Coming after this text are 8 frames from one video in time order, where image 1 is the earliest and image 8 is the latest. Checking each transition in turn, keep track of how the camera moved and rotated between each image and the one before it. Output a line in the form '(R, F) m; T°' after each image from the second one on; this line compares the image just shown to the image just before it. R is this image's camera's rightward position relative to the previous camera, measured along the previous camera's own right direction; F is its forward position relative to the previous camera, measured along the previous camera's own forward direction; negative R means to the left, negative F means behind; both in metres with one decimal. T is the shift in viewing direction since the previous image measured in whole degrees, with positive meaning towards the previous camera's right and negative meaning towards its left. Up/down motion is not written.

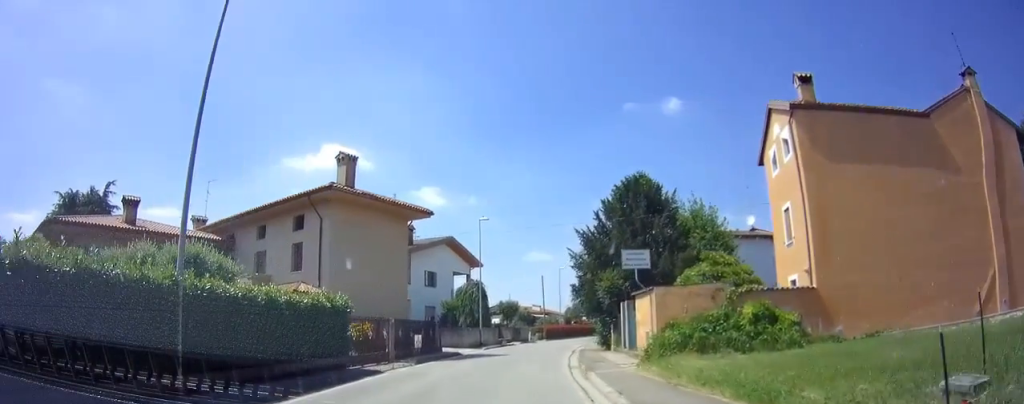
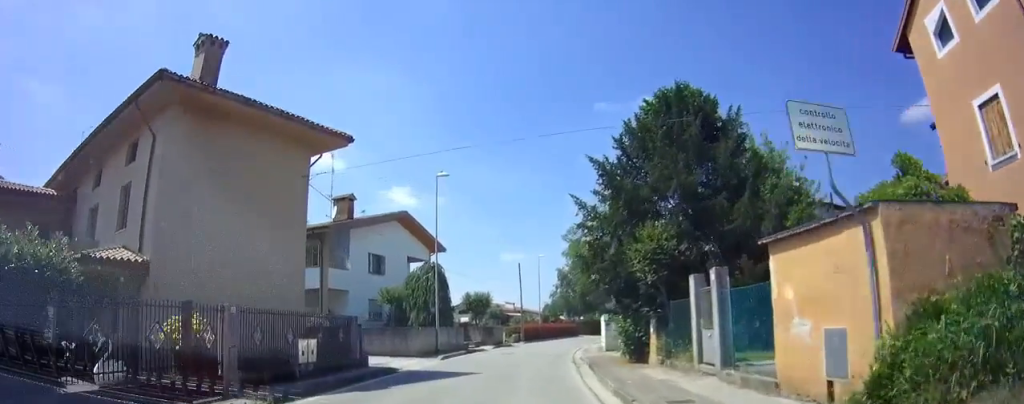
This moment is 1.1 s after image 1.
(0.0, +11.1) m; +2°
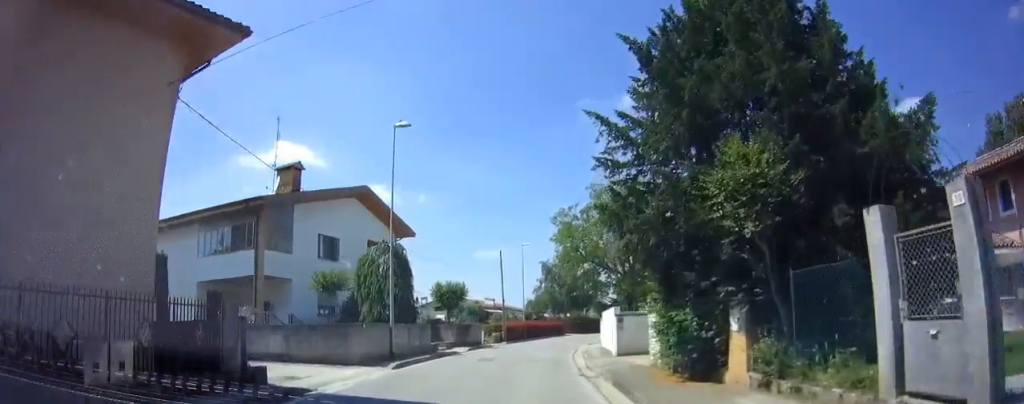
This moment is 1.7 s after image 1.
(+0.2, +6.7) m; +2°
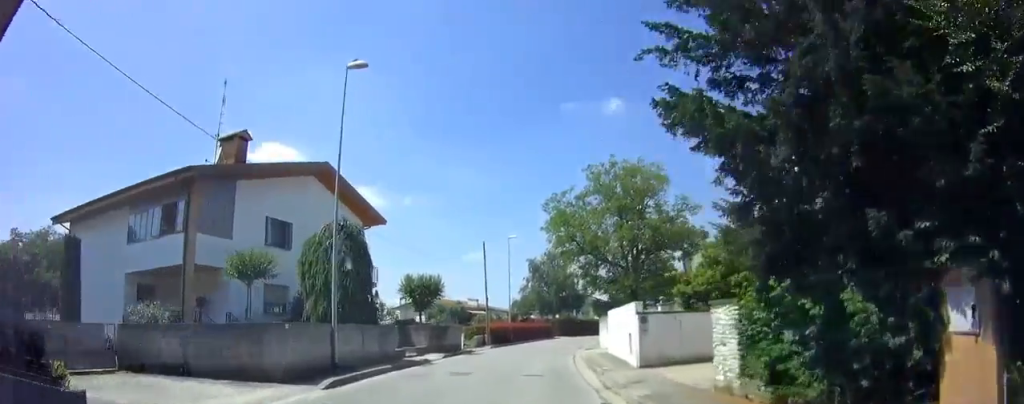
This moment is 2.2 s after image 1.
(+0.1, +5.3) m; +2°
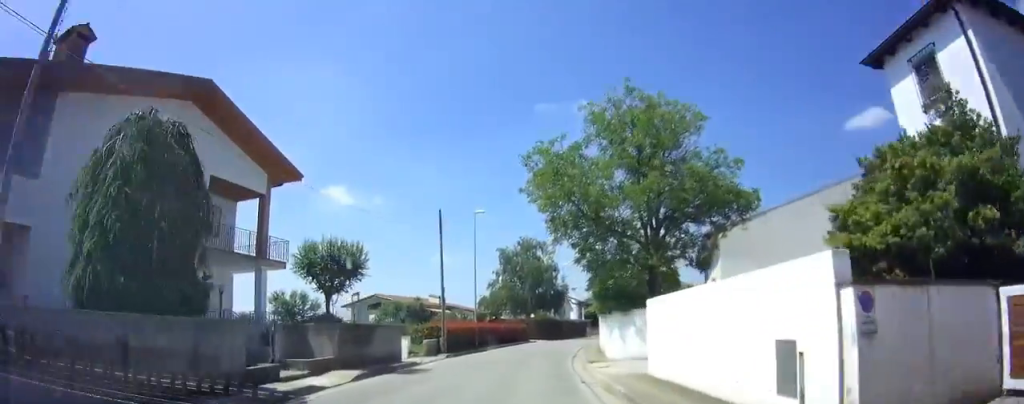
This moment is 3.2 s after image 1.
(+0.2, +10.5) m; +3°
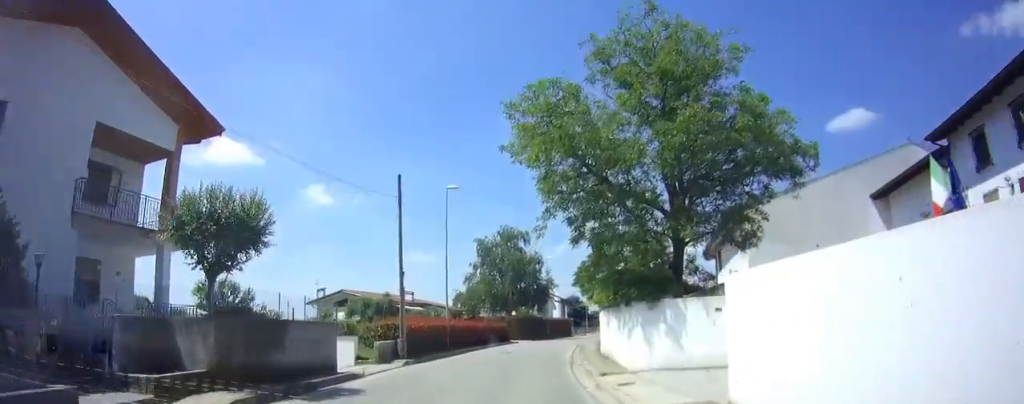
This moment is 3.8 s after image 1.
(+0.2, +6.3) m; +2°
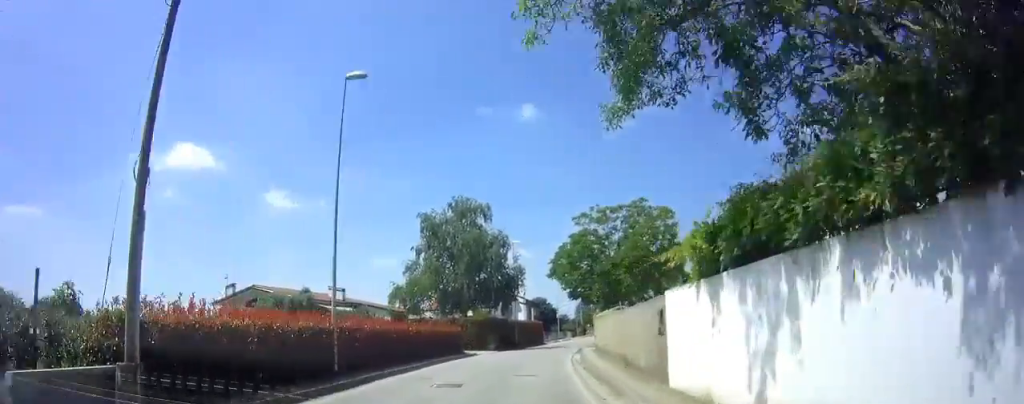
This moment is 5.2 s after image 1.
(+0.4, +14.3) m; +5°
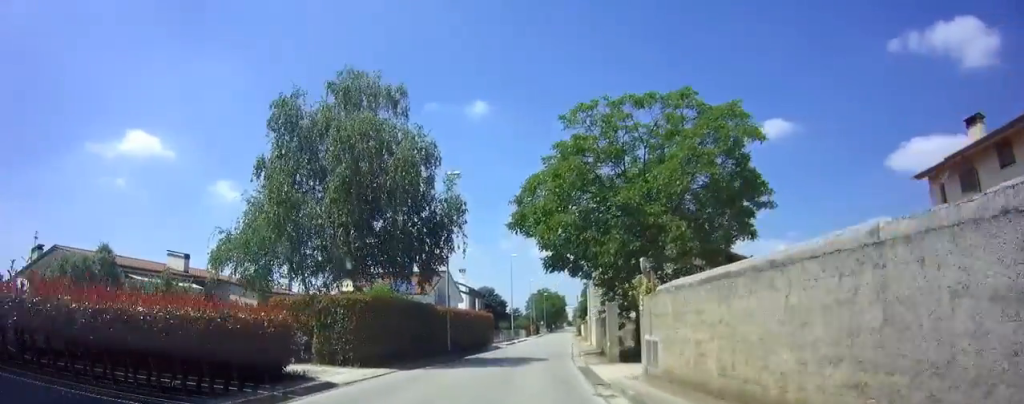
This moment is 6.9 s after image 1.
(+1.1, +19.6) m; +6°
